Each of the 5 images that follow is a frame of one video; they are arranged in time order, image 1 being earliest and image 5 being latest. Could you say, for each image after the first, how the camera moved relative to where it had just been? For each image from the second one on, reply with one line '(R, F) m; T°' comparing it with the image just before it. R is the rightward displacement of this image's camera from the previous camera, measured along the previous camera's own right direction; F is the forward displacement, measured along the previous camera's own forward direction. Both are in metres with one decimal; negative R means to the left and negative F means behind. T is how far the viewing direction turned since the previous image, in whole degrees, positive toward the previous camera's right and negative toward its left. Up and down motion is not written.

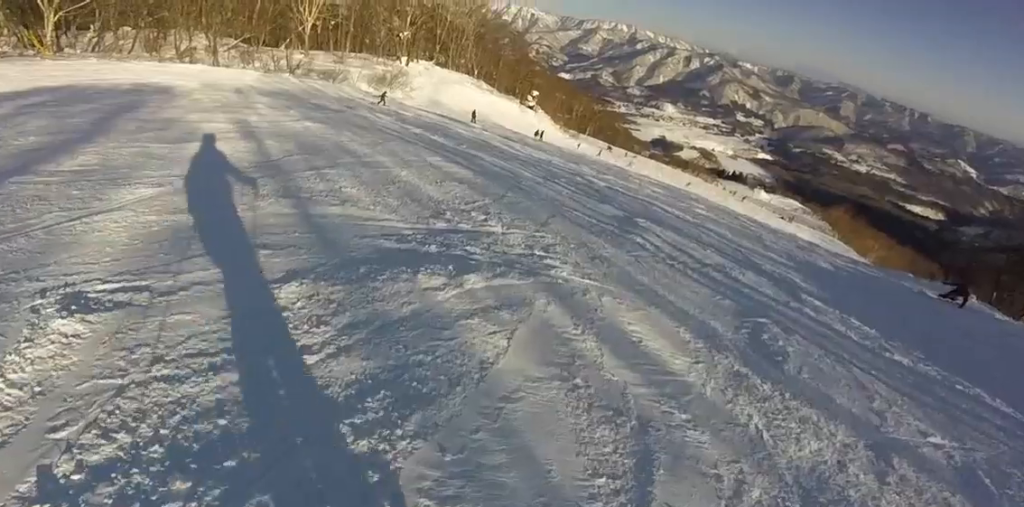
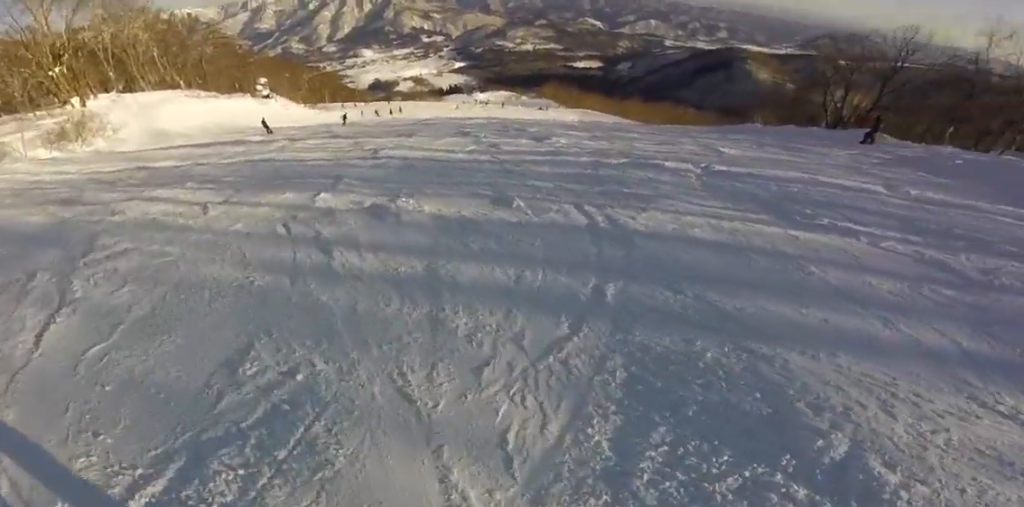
(+6.2, +6.9) m; +49°
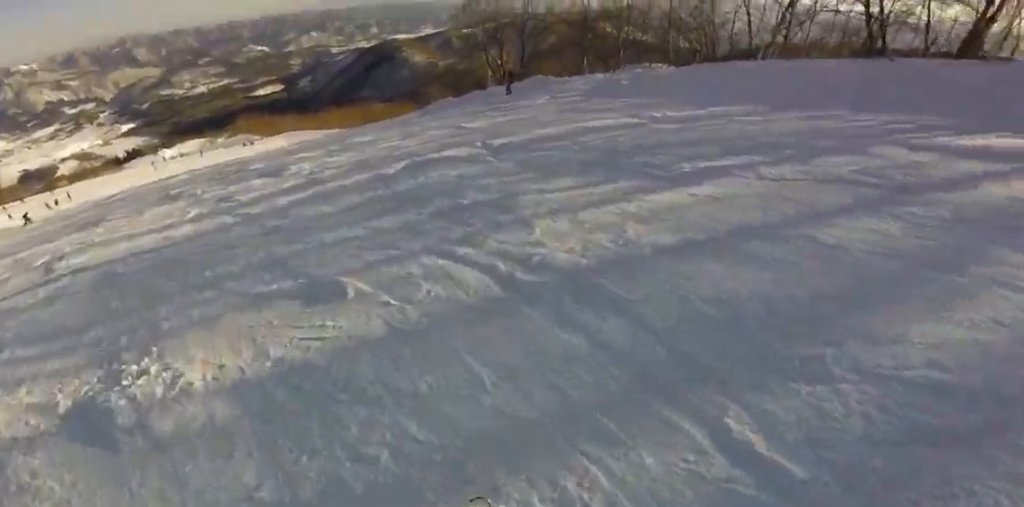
(0.0, +1.9) m; +21°
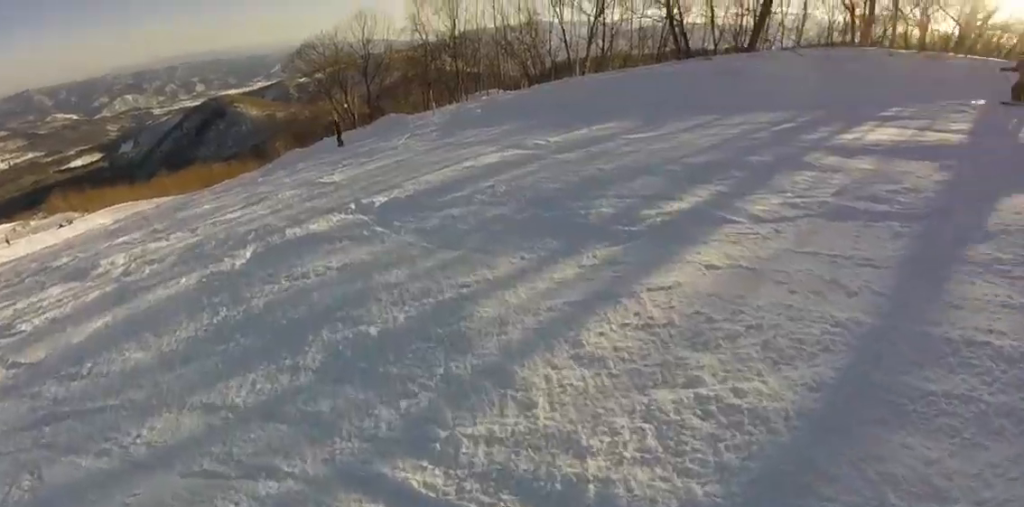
(-0.3, +1.2) m; +29°
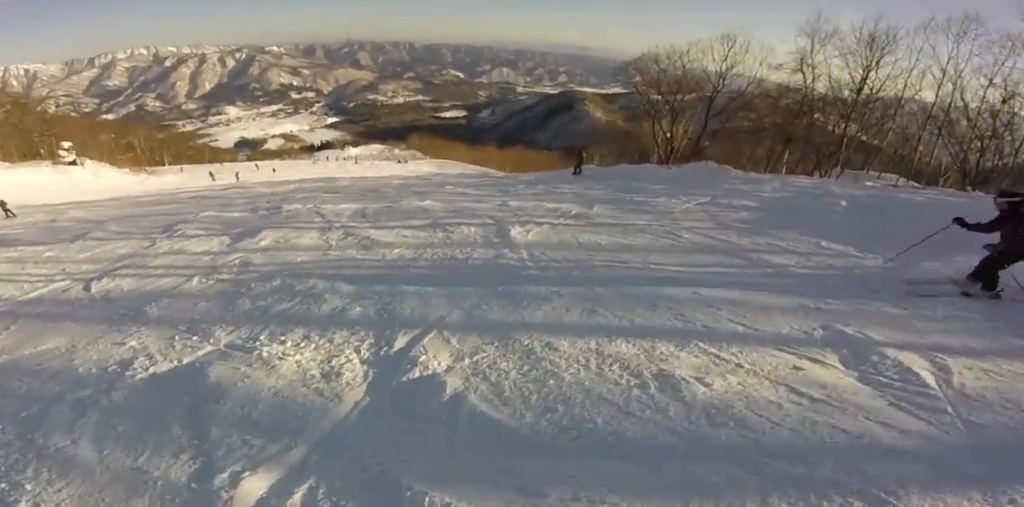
(+0.7, +2.8) m; -39°
